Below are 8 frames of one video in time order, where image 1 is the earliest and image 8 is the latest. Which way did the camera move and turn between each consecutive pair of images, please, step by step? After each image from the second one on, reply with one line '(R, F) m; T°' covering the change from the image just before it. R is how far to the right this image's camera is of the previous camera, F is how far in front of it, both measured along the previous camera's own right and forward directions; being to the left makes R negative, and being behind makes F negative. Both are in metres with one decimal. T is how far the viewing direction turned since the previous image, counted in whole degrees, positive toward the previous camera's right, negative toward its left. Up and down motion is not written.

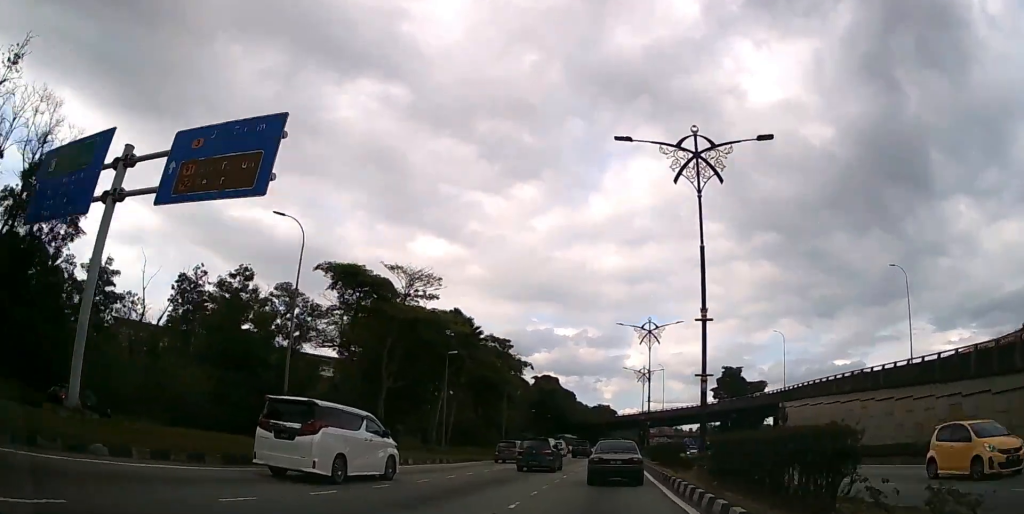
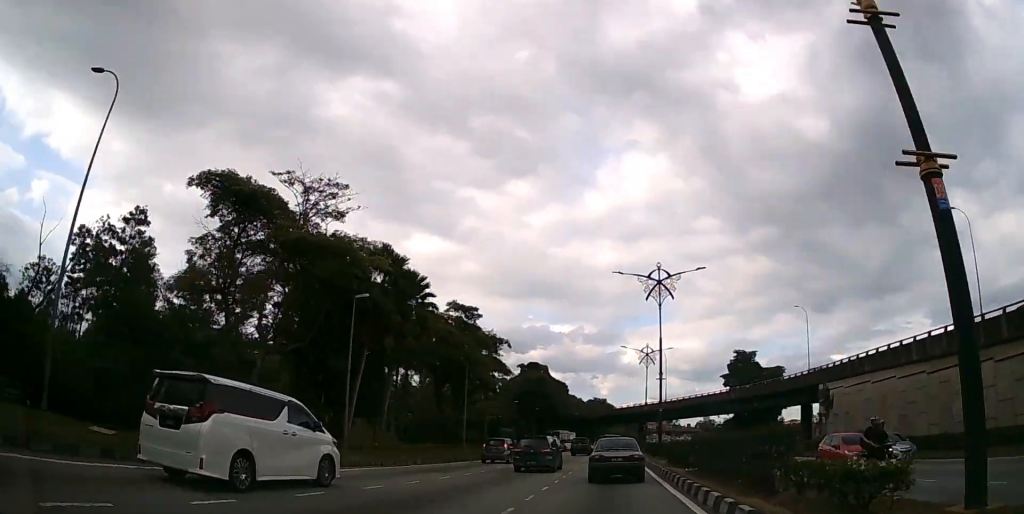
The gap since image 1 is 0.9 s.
(0.0, +15.3) m; 0°
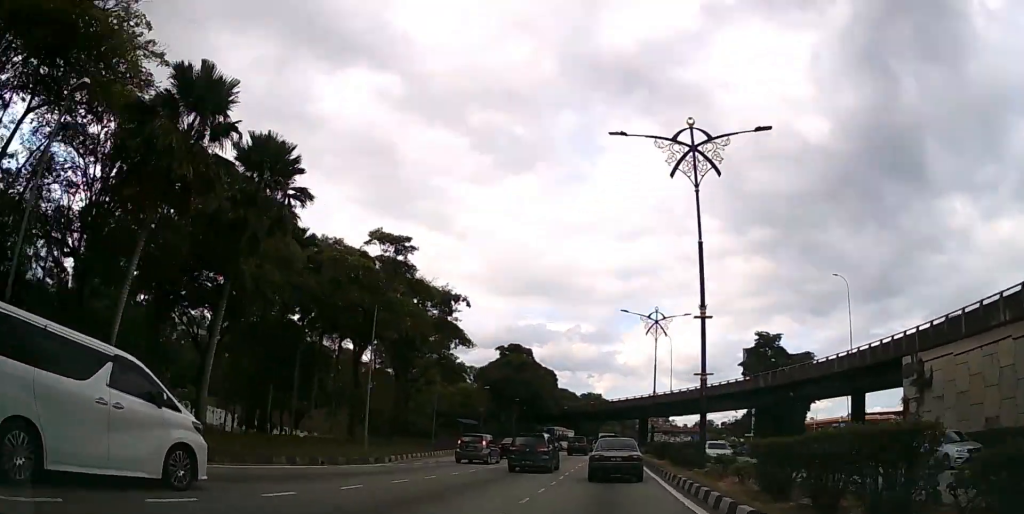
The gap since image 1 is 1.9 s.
(0.0, +17.4) m; 0°
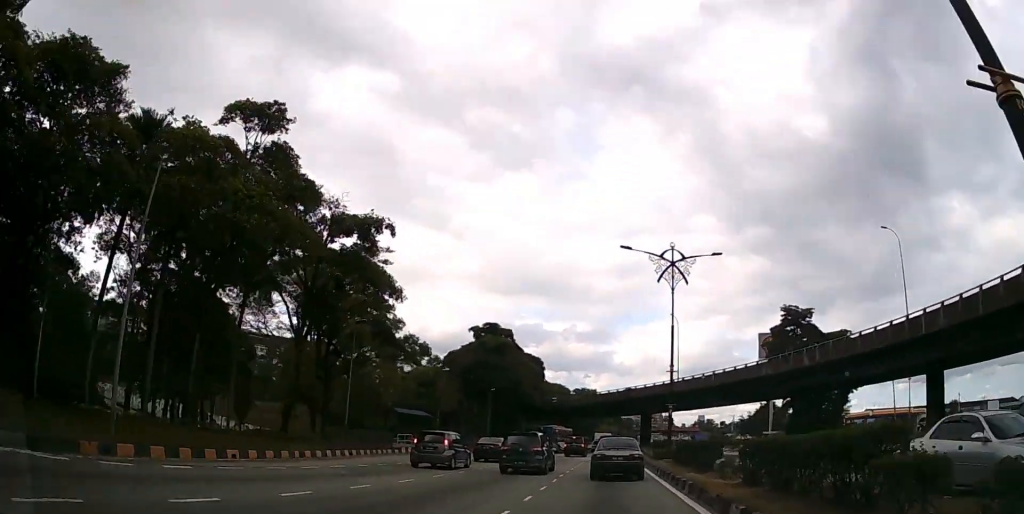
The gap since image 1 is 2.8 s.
(0.0, +16.1) m; 0°
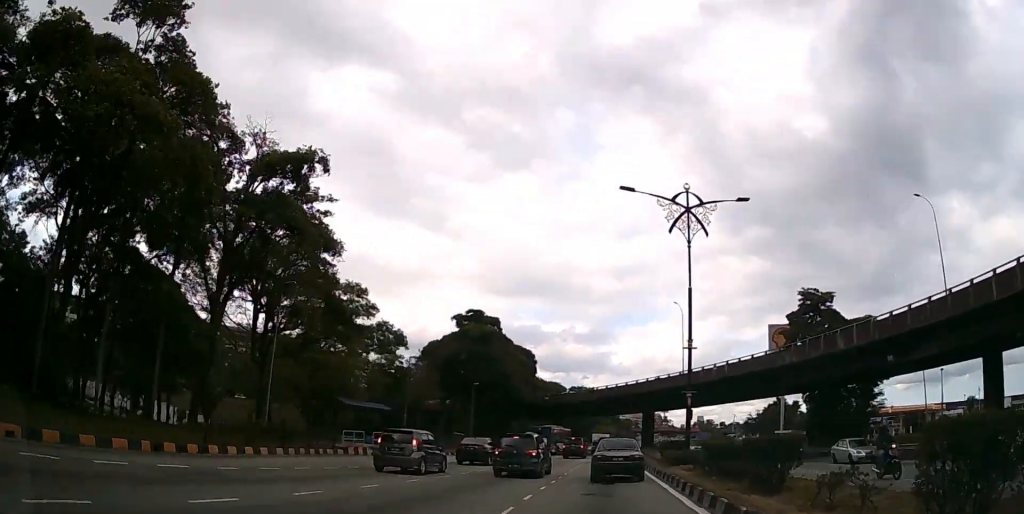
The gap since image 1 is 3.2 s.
(0.0, +7.5) m; 0°
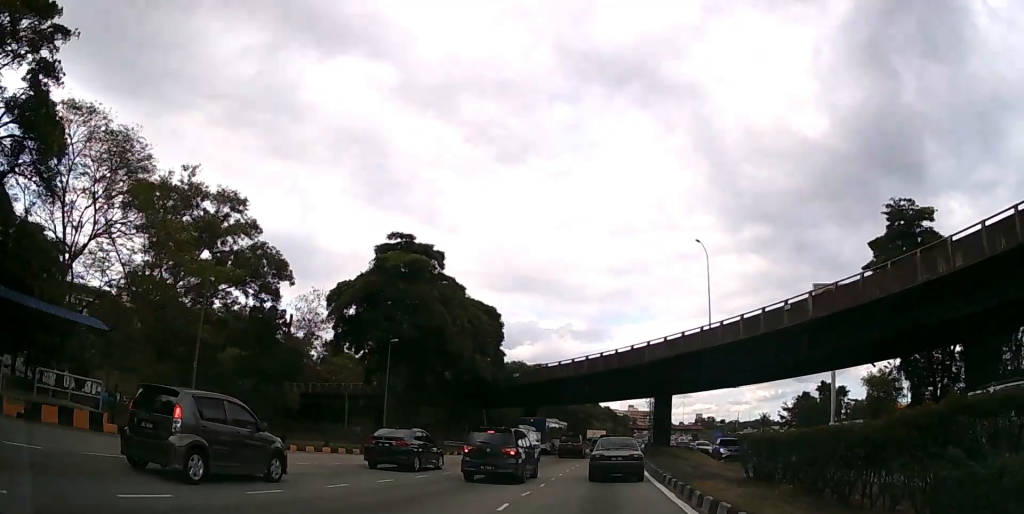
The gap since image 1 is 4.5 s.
(+0.2, +24.3) m; +1°
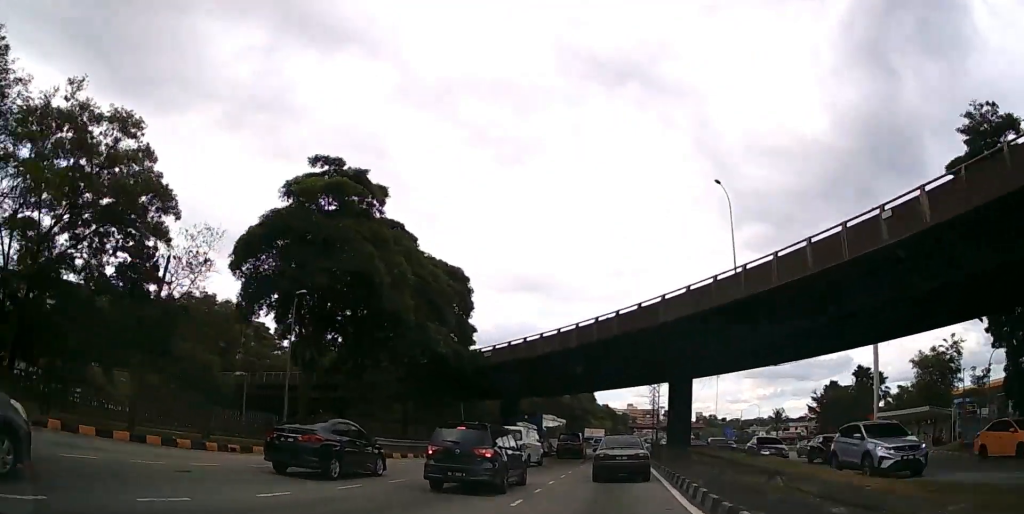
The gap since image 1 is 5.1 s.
(0.0, +13.0) m; 0°
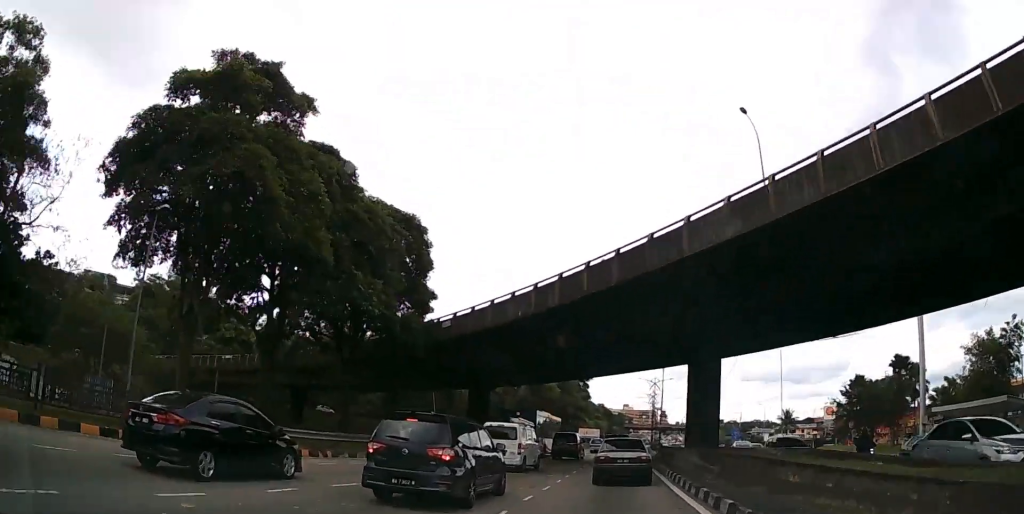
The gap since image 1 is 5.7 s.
(0.0, +10.3) m; 0°
